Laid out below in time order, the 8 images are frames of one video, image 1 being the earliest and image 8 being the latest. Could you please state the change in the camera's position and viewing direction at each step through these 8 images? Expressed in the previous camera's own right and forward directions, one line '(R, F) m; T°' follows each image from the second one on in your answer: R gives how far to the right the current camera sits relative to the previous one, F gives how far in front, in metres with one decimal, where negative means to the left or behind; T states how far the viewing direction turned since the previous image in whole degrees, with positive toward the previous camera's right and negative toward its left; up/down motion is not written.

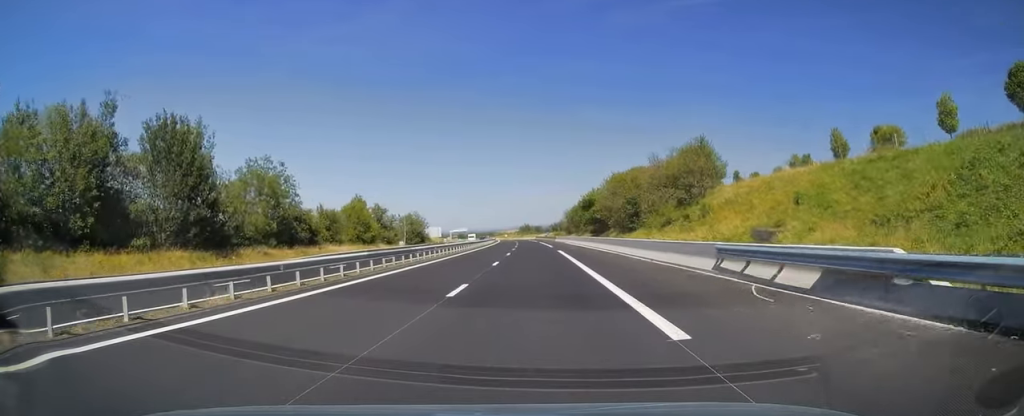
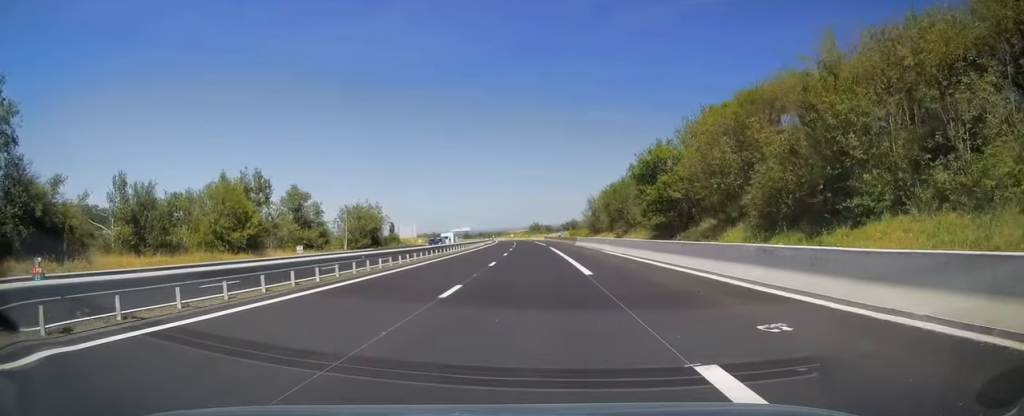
(-0.6, +40.3) m; -1°
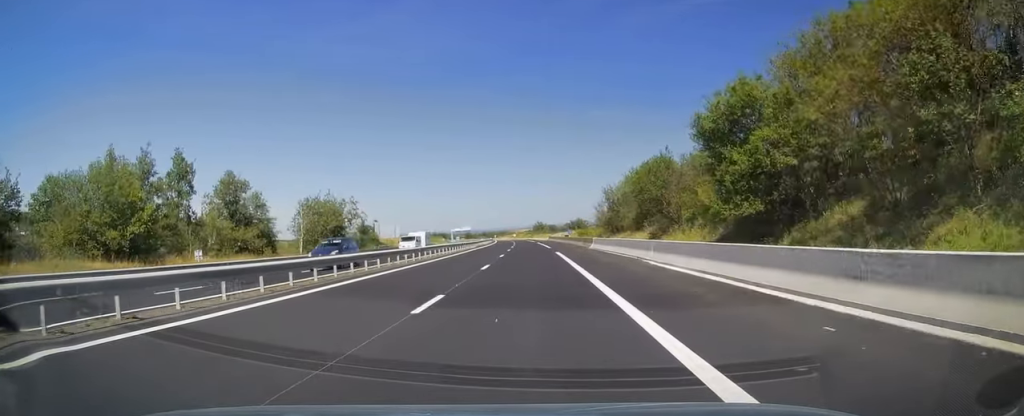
(+0.2, +16.0) m; 0°
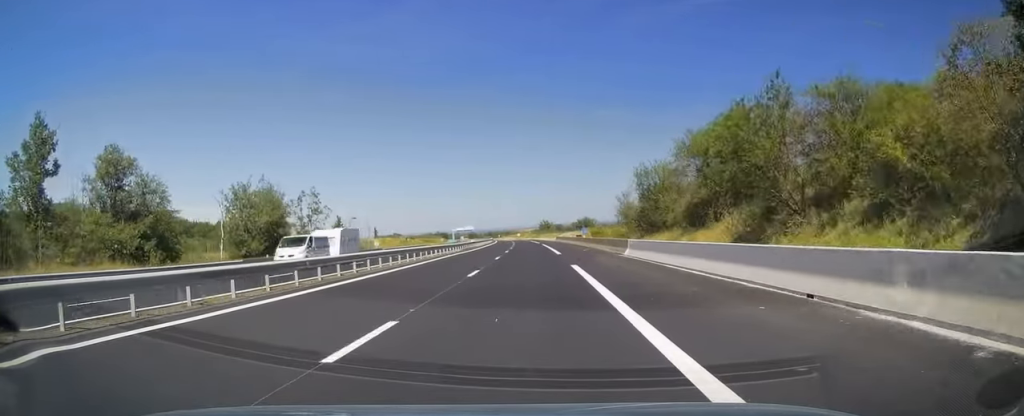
(0.0, +17.5) m; -1°
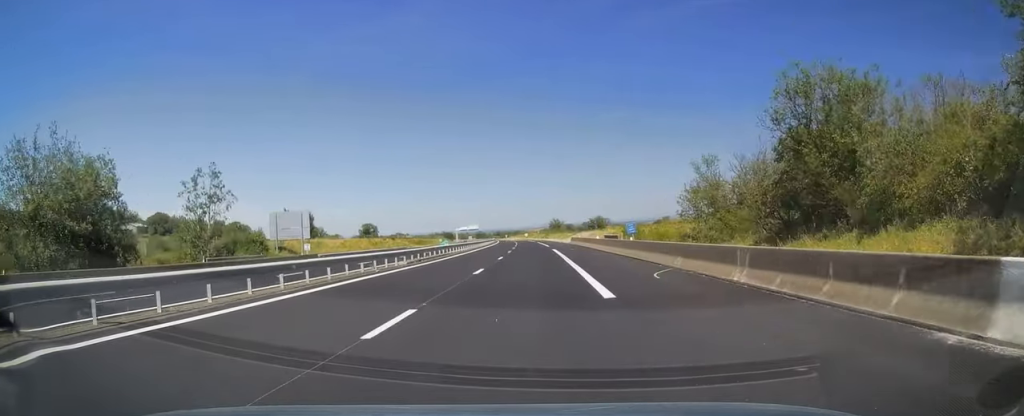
(-0.6, +25.3) m; -1°
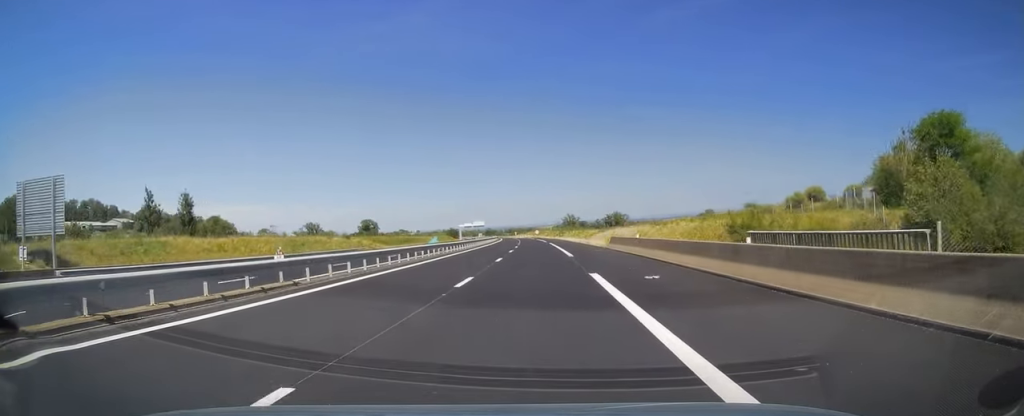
(+0.2, +32.4) m; -1°
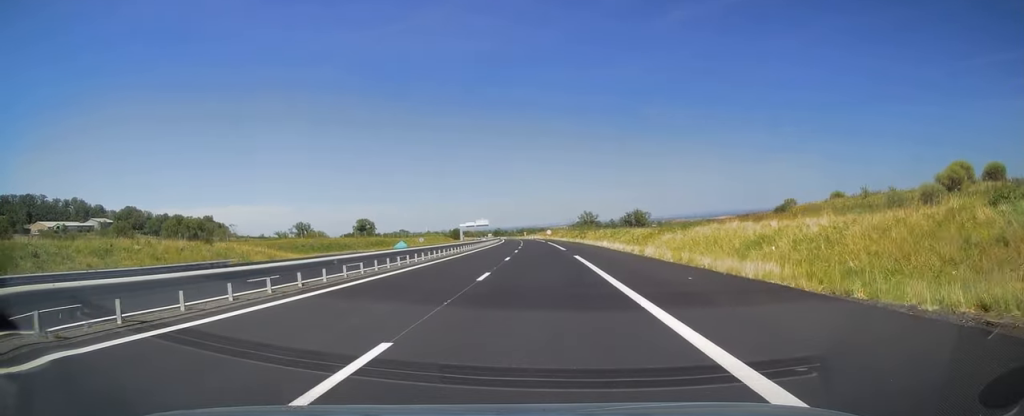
(-0.8, +37.6) m; -2°
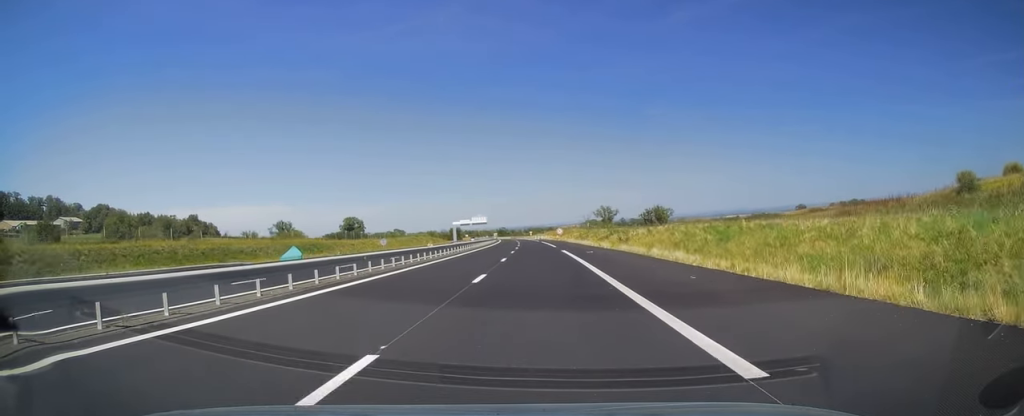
(-0.5, +40.7) m; -1°
